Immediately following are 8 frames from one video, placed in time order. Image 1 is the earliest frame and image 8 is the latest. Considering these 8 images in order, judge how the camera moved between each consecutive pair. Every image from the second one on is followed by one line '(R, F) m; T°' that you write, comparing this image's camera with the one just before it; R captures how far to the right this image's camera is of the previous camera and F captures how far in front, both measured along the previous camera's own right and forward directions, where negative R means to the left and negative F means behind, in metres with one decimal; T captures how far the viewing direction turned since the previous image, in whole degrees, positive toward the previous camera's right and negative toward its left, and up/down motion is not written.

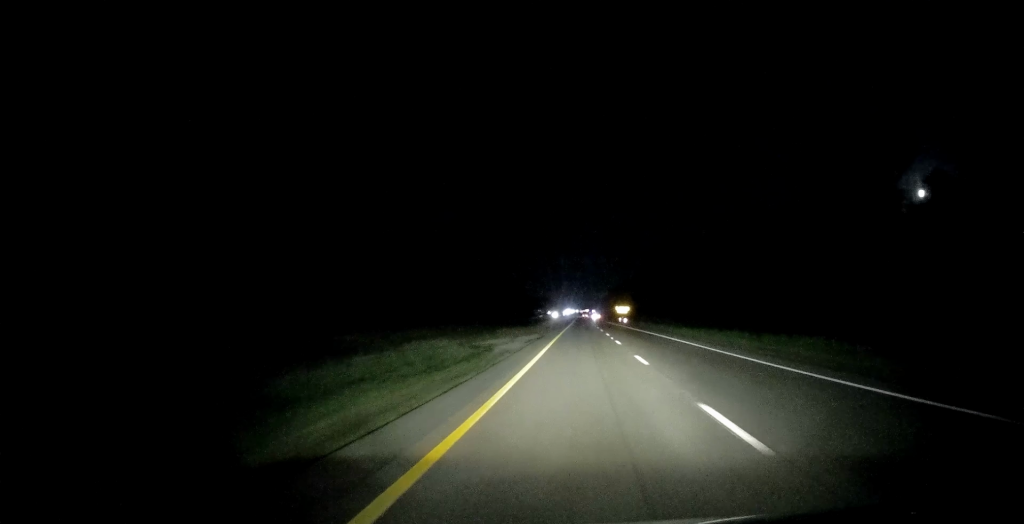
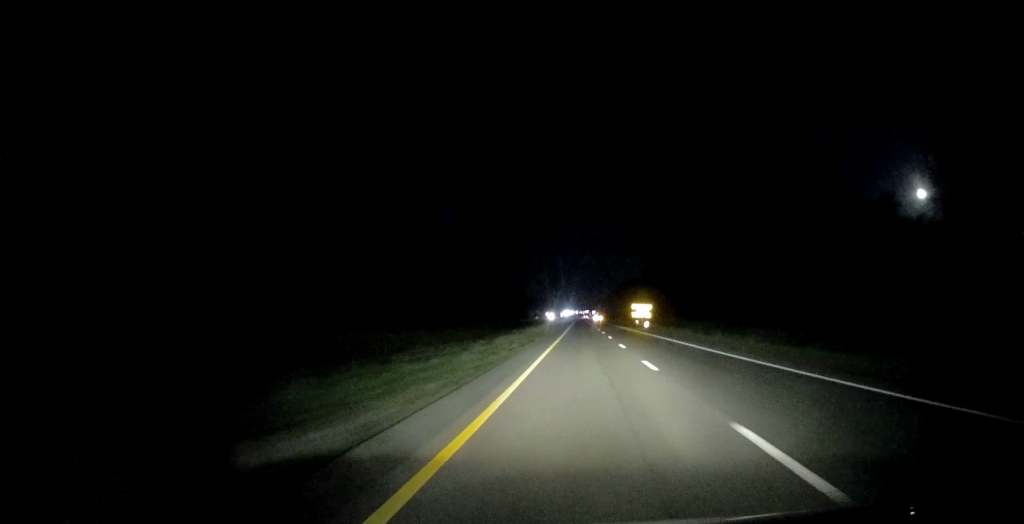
(-0.1, +37.6) m; 0°
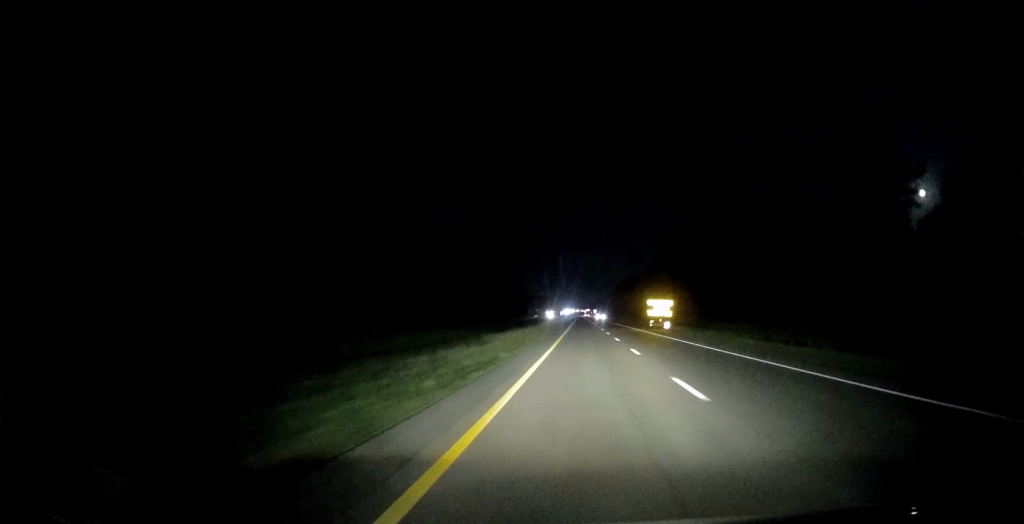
(0.0, +17.8) m; 0°
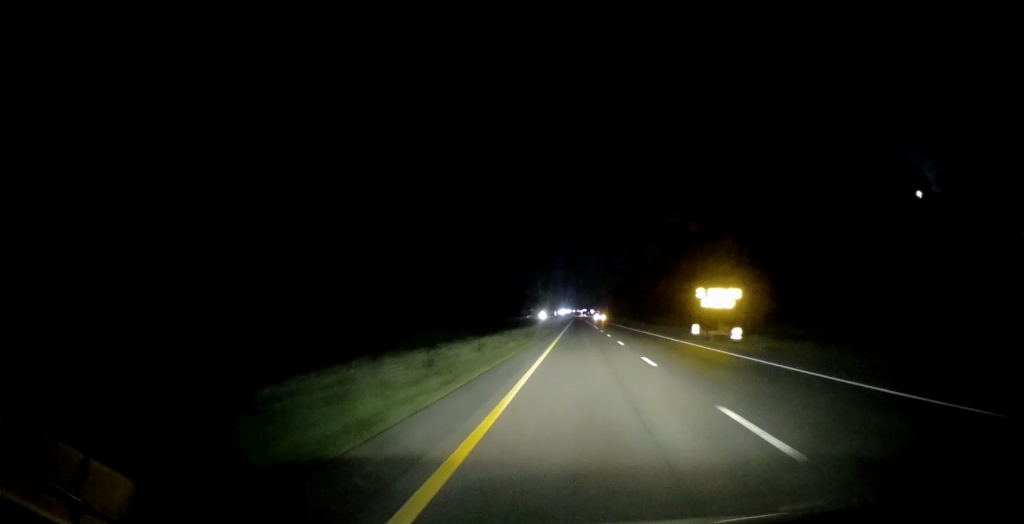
(+0.1, +29.7) m; 0°
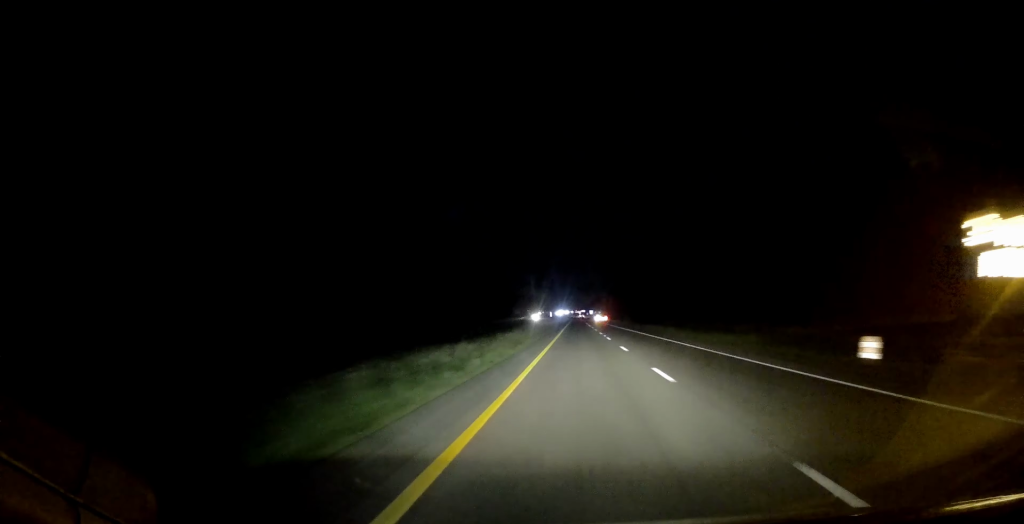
(0.0, +28.0) m; 0°
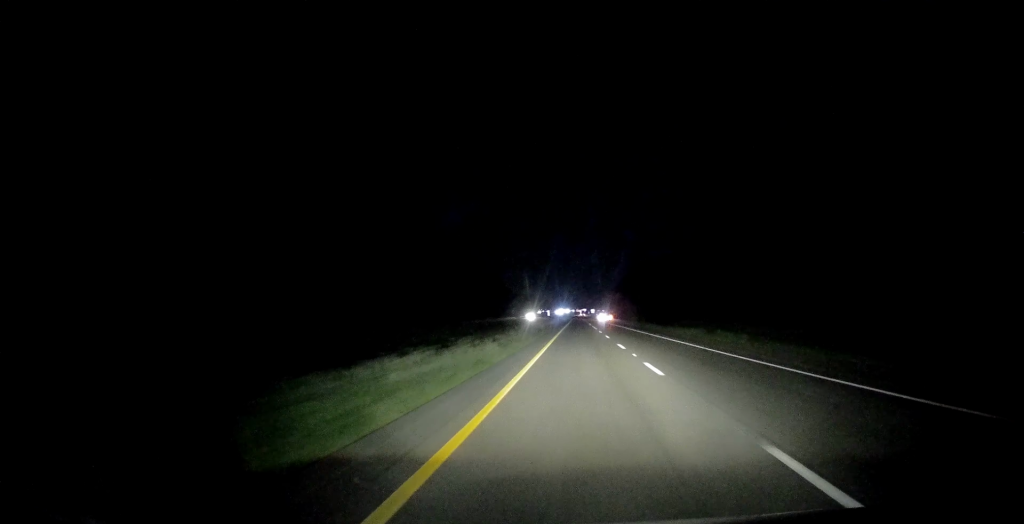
(+0.1, +23.0) m; 0°
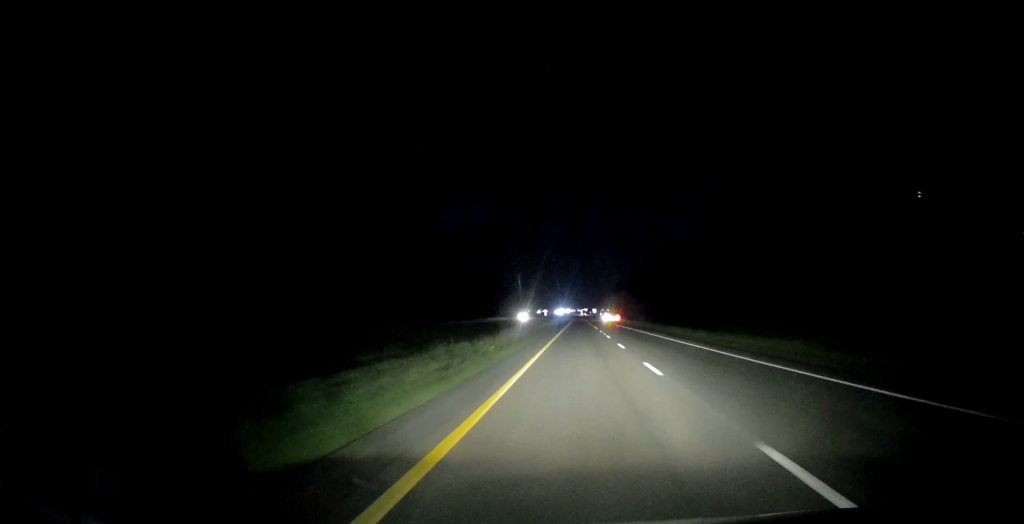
(-0.1, +24.0) m; -1°
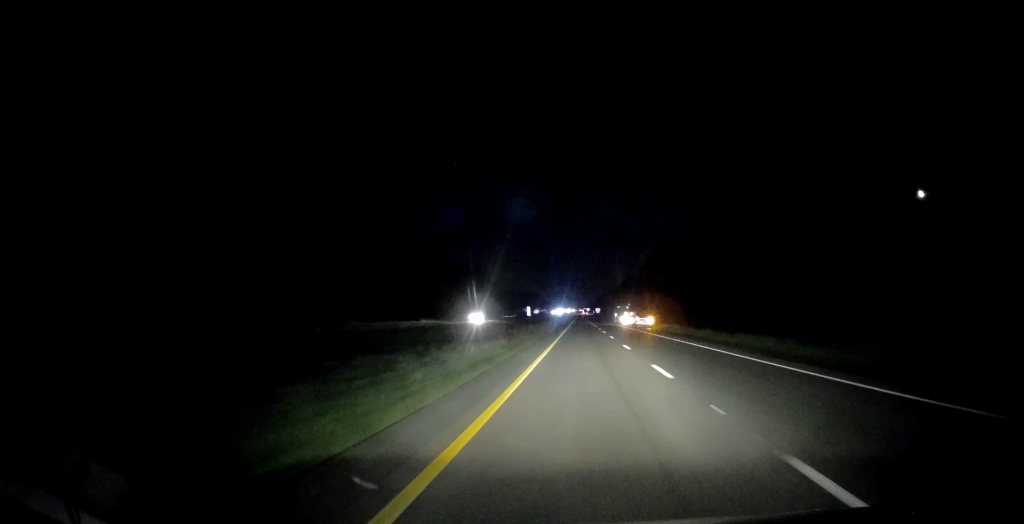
(+0.9, +61.1) m; +1°
